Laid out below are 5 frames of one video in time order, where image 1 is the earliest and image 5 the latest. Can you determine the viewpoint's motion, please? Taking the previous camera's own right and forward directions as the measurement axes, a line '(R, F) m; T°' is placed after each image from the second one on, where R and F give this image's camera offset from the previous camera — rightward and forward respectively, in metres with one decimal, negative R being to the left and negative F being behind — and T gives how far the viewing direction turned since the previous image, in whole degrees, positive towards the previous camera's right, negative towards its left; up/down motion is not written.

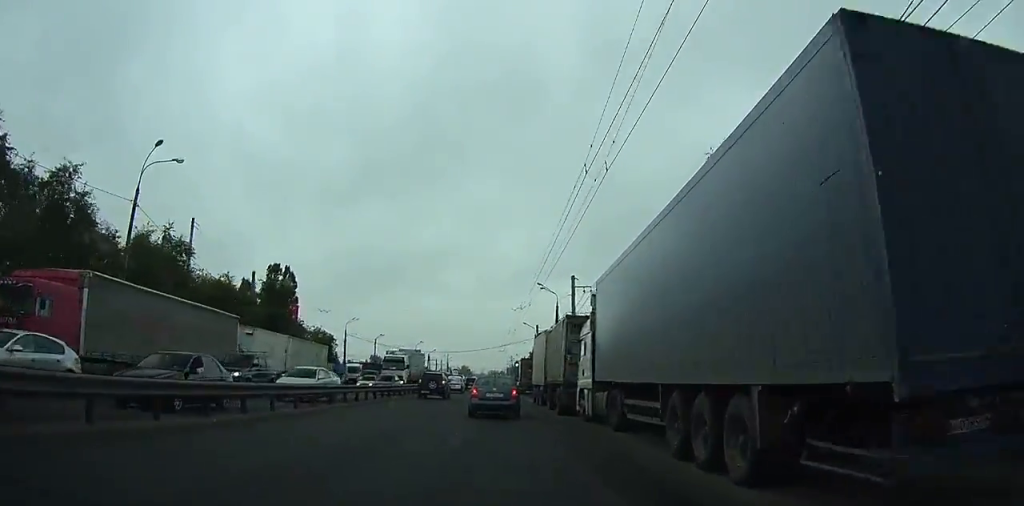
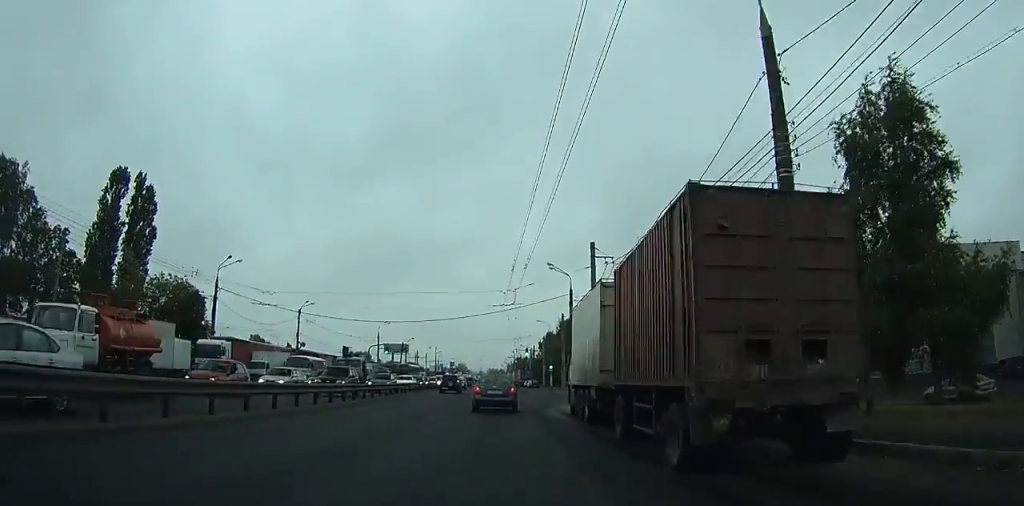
(-0.5, +49.9) m; -1°
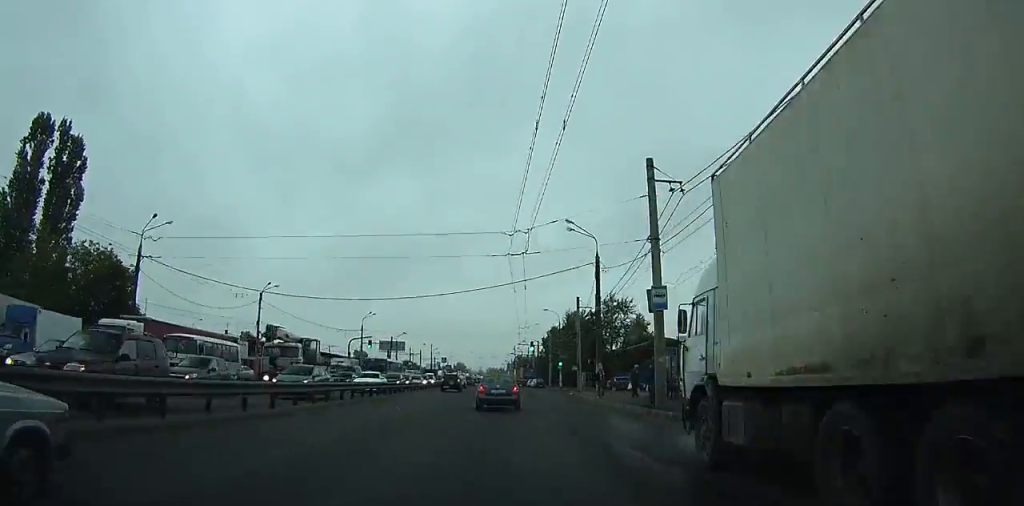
(0.0, +13.7) m; 0°
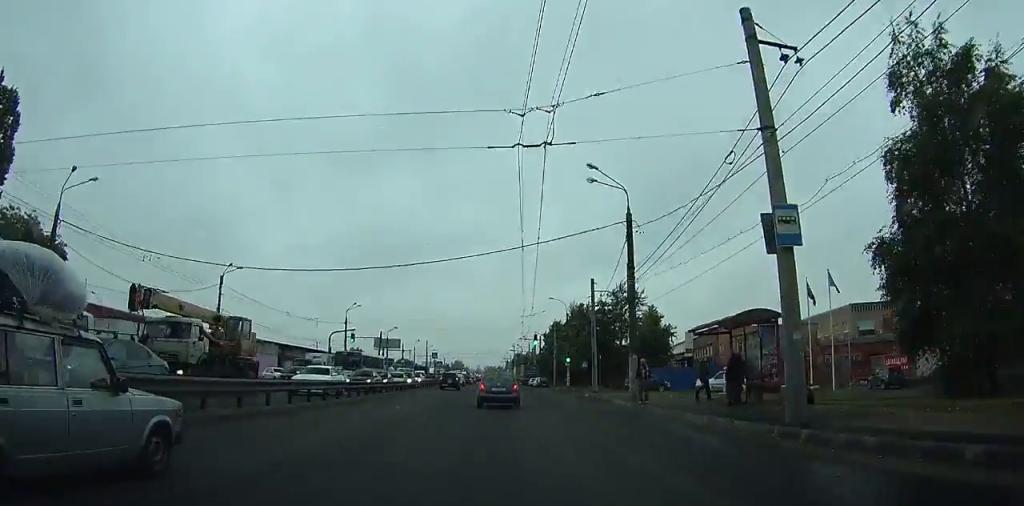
(-0.1, +9.7) m; 0°
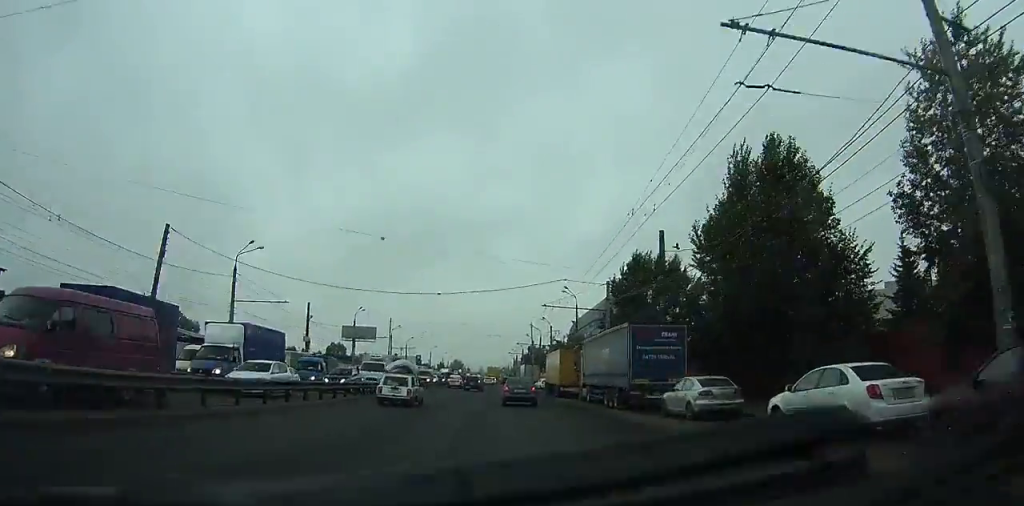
(-0.5, +79.3) m; 0°
